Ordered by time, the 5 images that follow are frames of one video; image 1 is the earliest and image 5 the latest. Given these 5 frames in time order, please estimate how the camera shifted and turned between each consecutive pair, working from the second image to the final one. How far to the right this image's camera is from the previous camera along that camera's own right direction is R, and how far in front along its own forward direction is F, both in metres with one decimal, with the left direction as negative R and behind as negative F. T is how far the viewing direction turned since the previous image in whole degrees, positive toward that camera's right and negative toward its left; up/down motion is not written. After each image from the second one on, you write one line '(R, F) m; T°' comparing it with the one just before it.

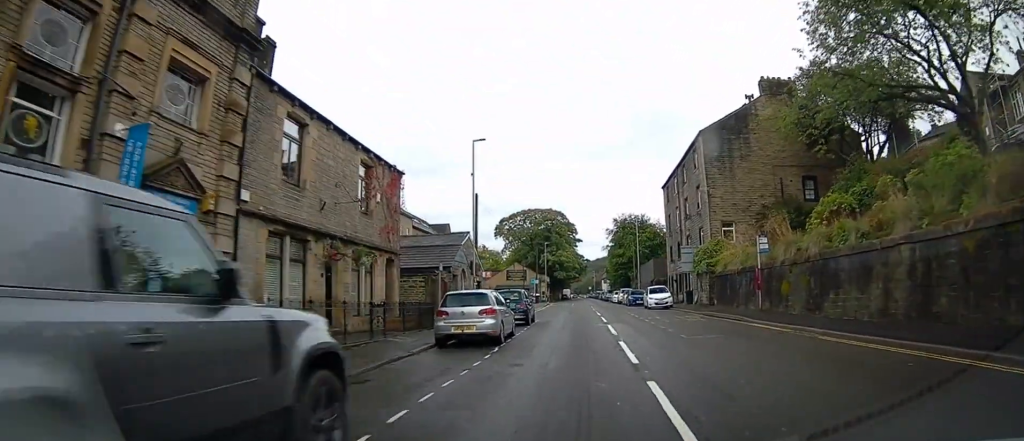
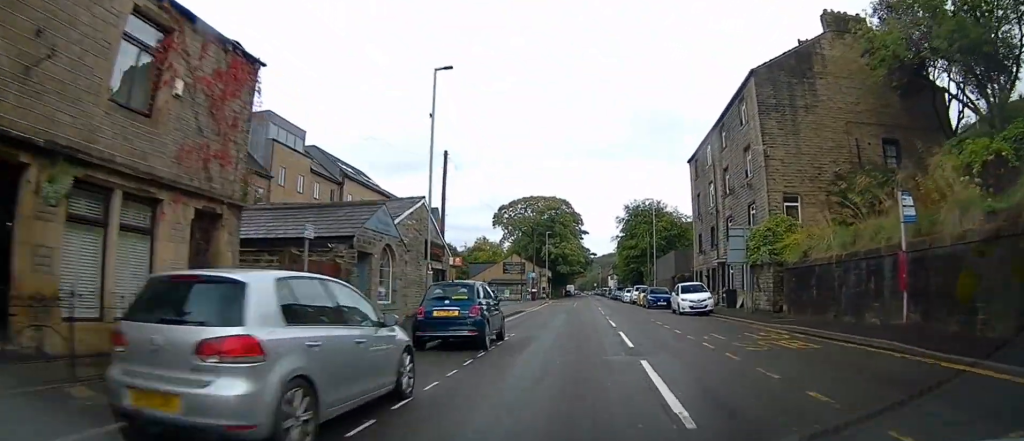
(-0.2, +10.6) m; -1°
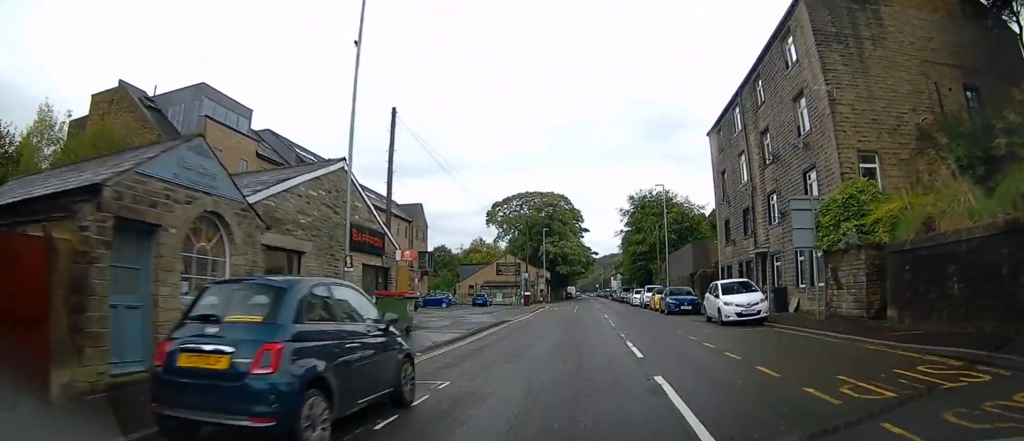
(0.0, +8.1) m; 0°
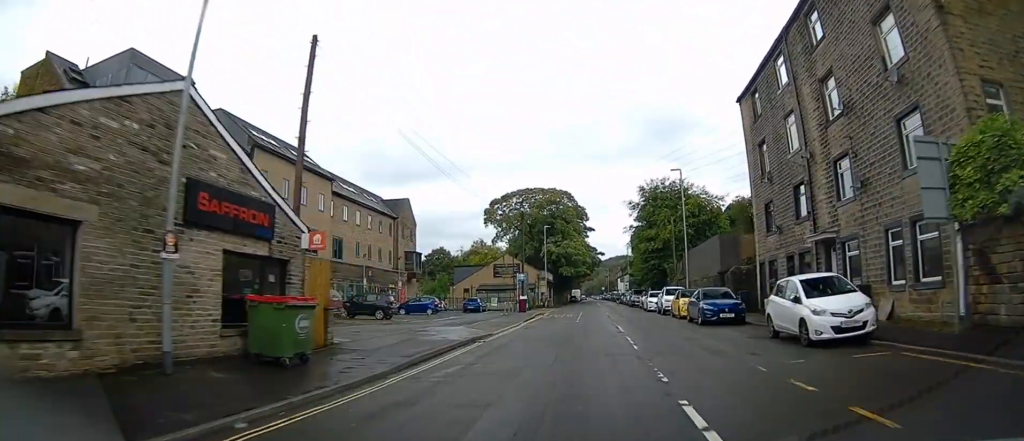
(-0.1, +6.7) m; +1°
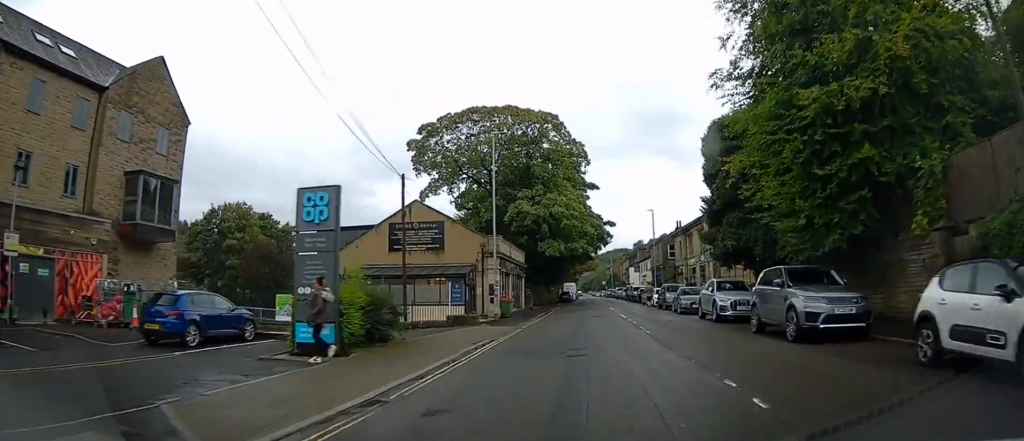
(+0.3, +40.5) m; 0°
